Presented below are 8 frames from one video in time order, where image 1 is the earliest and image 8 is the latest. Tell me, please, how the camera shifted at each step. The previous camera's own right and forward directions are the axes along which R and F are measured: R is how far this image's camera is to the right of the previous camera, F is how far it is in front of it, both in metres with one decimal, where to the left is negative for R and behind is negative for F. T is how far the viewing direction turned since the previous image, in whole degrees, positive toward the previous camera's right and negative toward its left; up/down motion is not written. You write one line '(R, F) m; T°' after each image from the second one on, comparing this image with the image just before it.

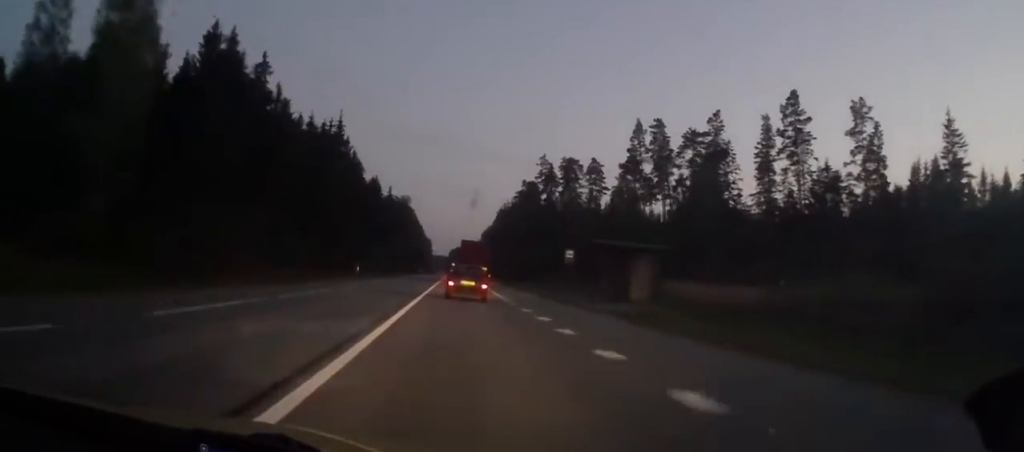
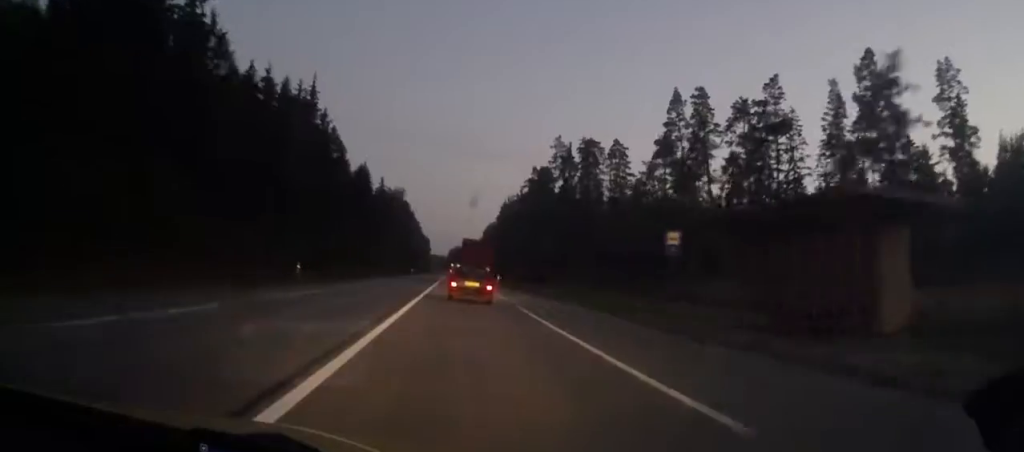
(0.0, +21.0) m; 0°
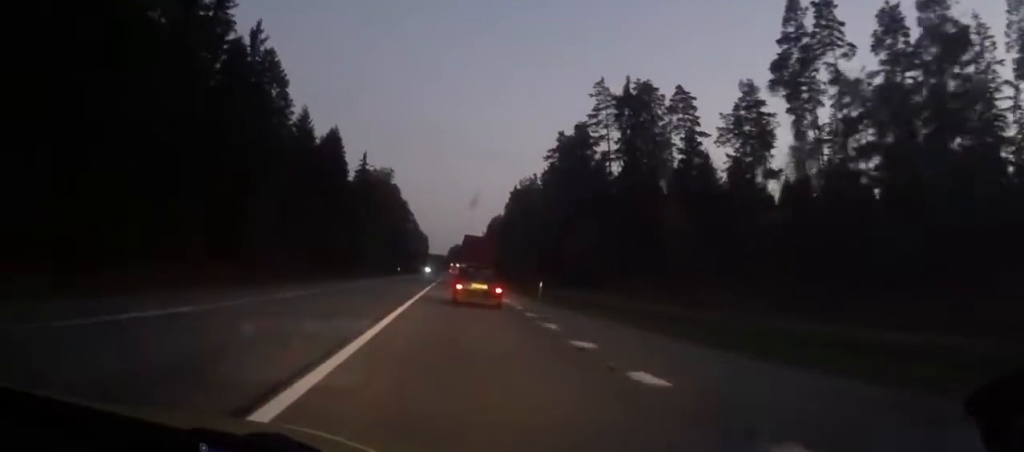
(0.0, +36.1) m; 0°
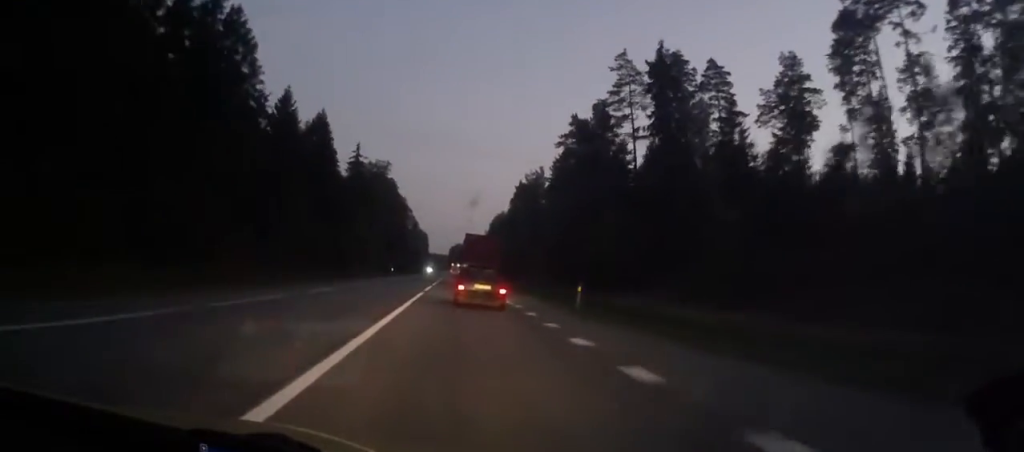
(0.0, +11.7) m; 0°
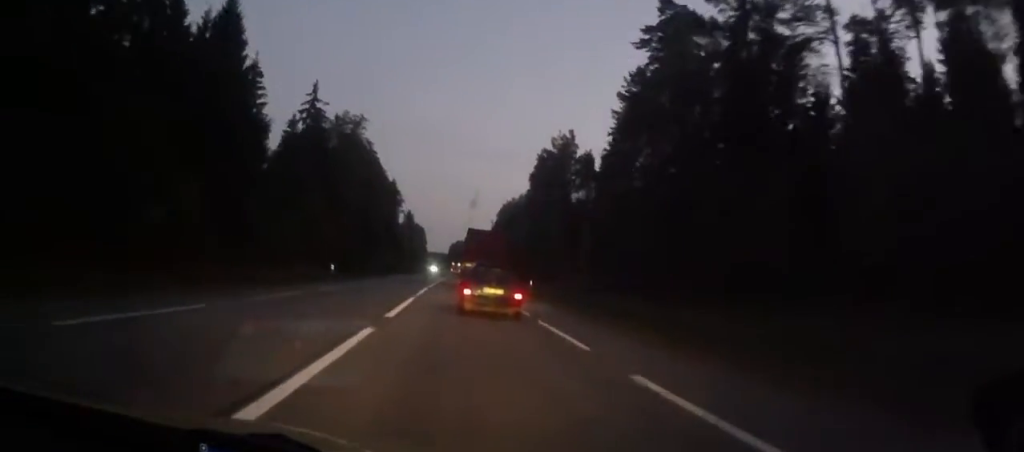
(0.0, +42.7) m; -1°
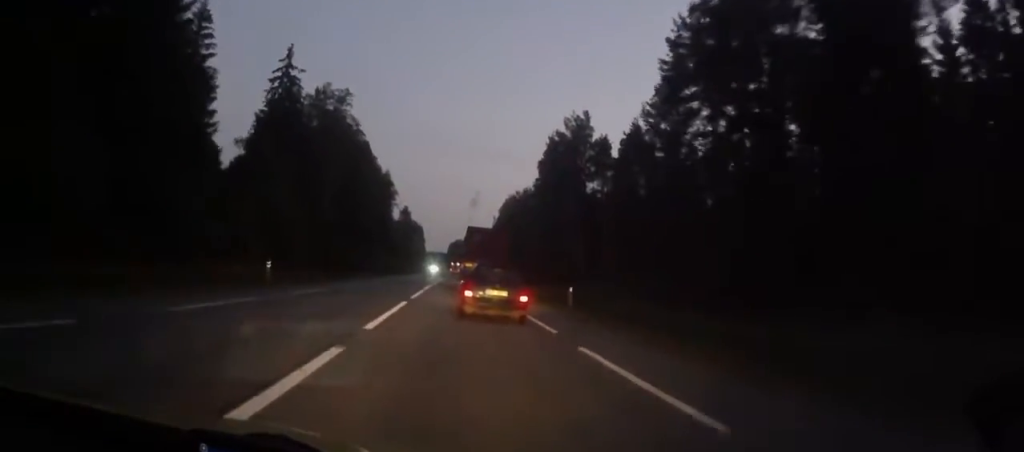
(-0.3, +15.0) m; 0°
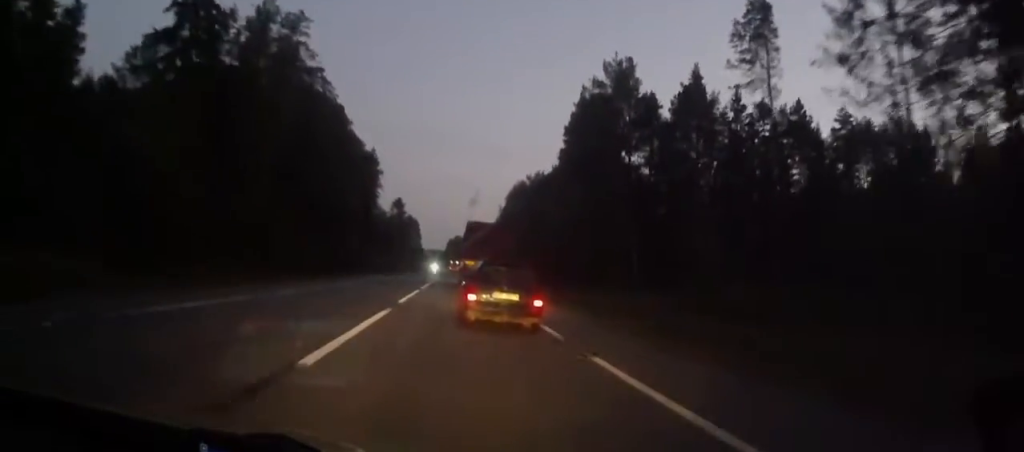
(+0.4, +29.0) m; +1°
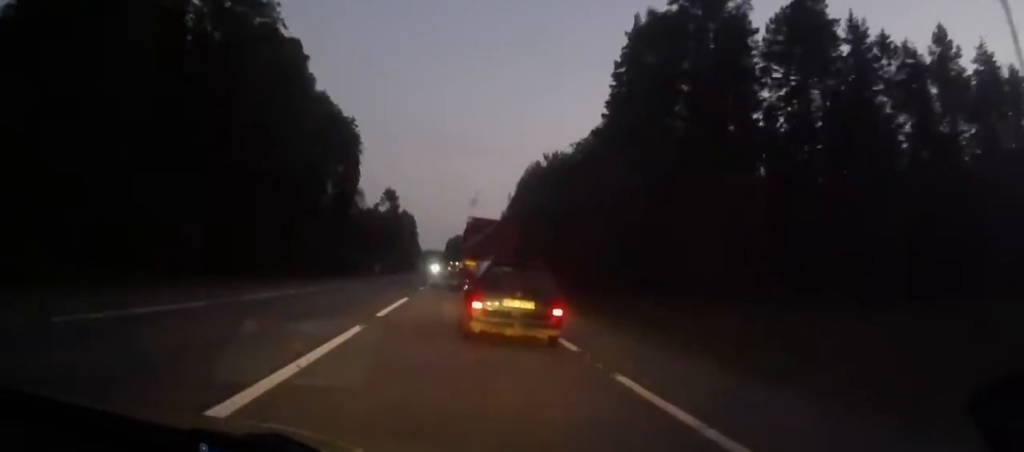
(0.0, +29.7) m; 0°
